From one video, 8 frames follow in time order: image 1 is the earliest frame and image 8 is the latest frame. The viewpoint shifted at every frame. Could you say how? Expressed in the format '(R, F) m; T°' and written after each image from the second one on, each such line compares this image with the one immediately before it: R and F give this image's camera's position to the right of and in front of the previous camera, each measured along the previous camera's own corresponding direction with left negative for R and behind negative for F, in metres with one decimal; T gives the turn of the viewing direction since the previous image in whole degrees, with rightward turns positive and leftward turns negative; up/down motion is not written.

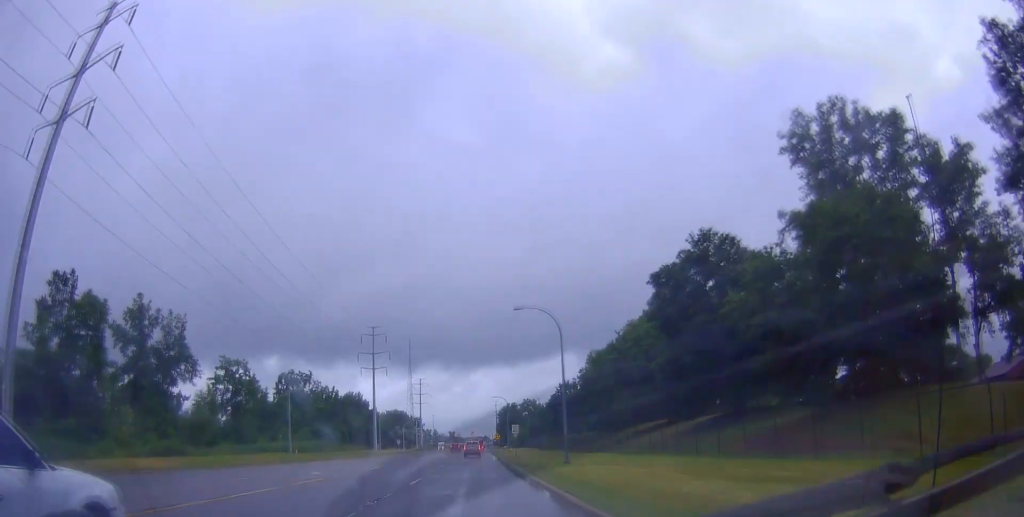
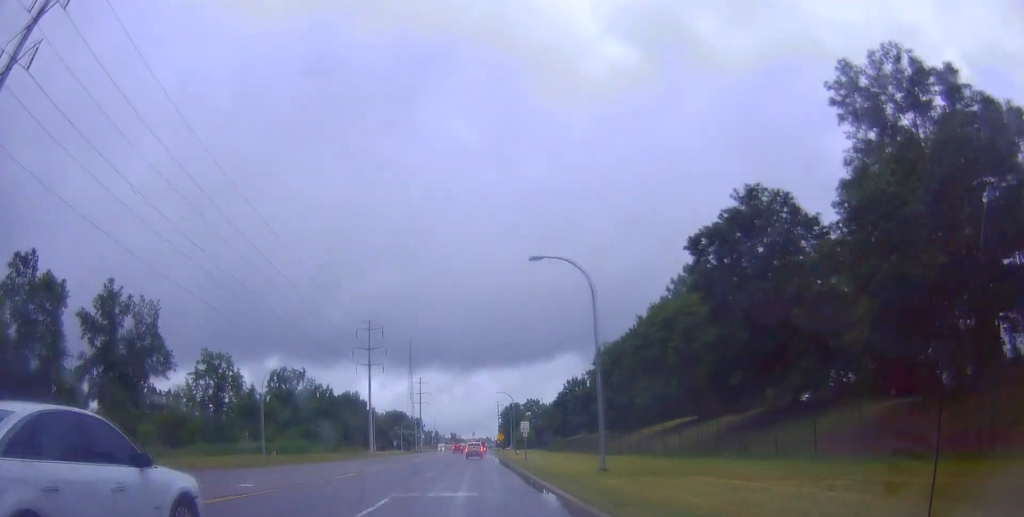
(-0.1, +9.2) m; +1°
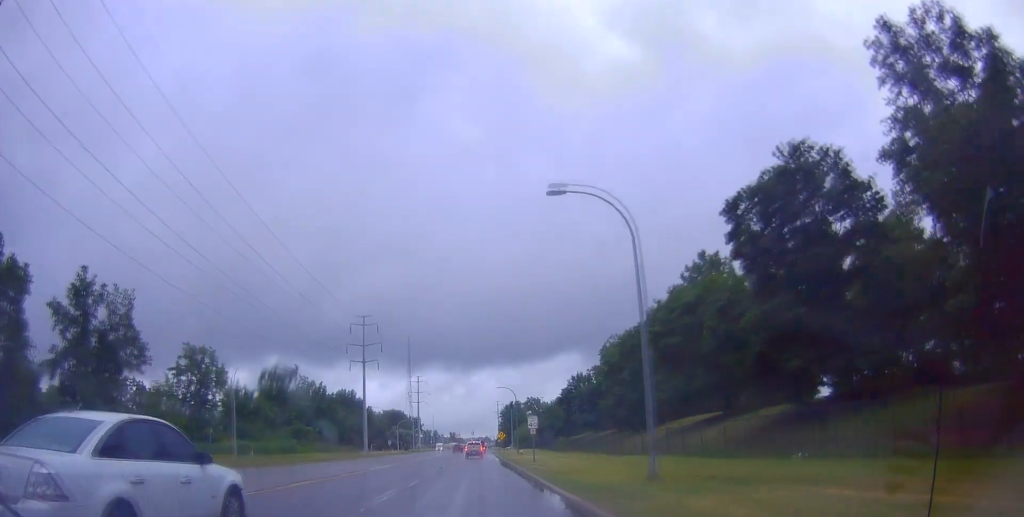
(0.0, +7.0) m; +1°
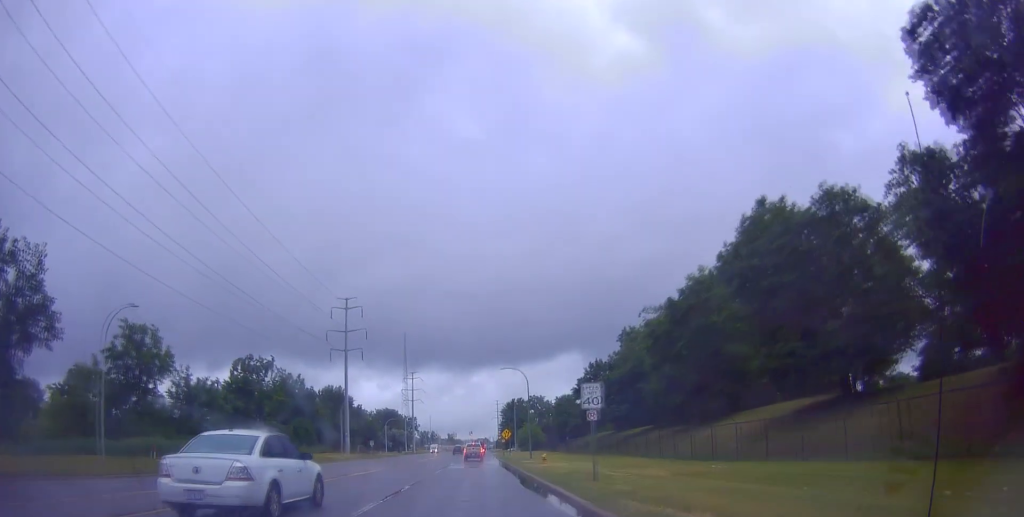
(+0.6, +20.4) m; 0°
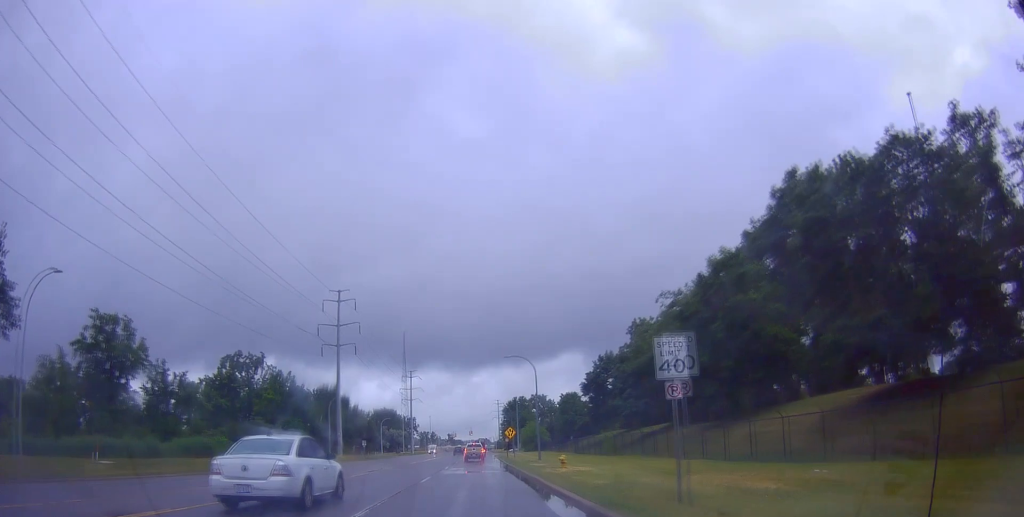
(0.0, +8.0) m; -1°
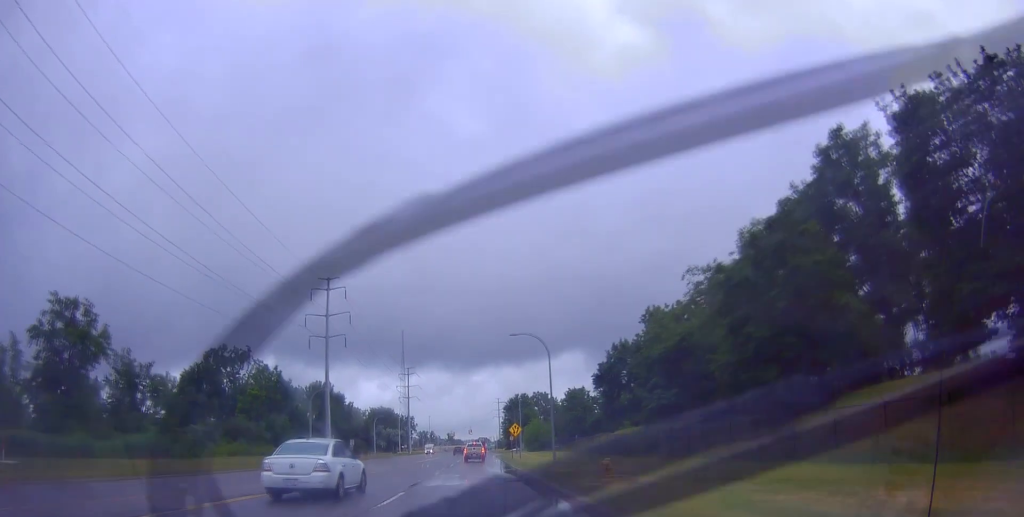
(-0.1, +9.9) m; 0°
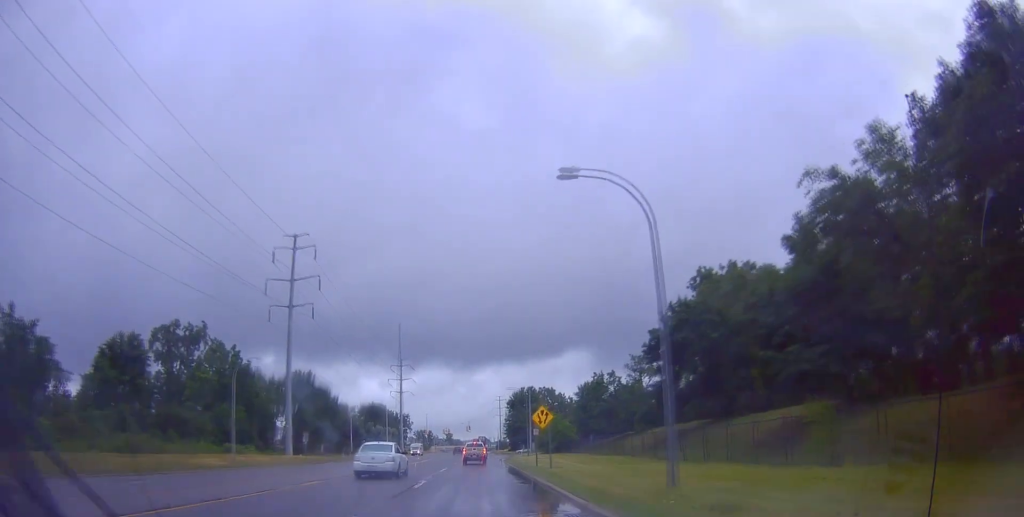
(+0.1, +26.2) m; 0°
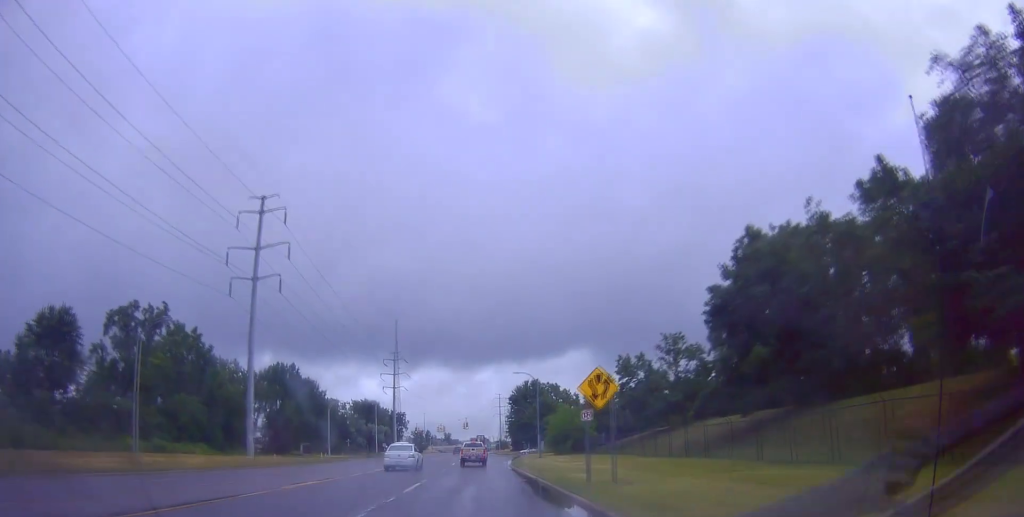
(+0.3, +16.6) m; +2°
